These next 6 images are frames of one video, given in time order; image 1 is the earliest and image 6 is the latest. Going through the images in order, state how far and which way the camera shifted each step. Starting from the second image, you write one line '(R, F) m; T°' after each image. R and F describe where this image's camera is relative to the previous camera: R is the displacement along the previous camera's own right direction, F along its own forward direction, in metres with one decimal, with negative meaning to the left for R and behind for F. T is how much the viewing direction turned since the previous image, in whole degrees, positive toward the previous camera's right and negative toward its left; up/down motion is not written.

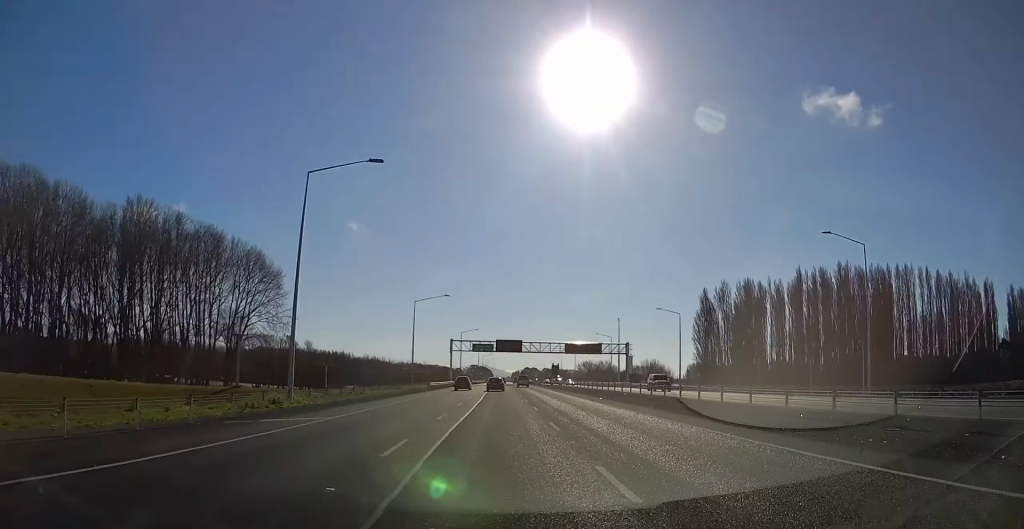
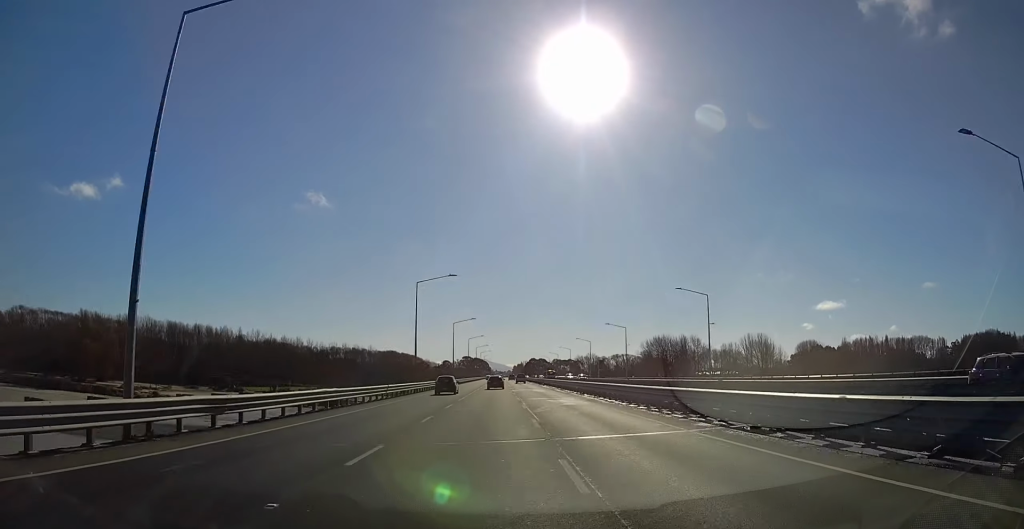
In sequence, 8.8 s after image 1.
(-1.1, +245.6) m; -1°
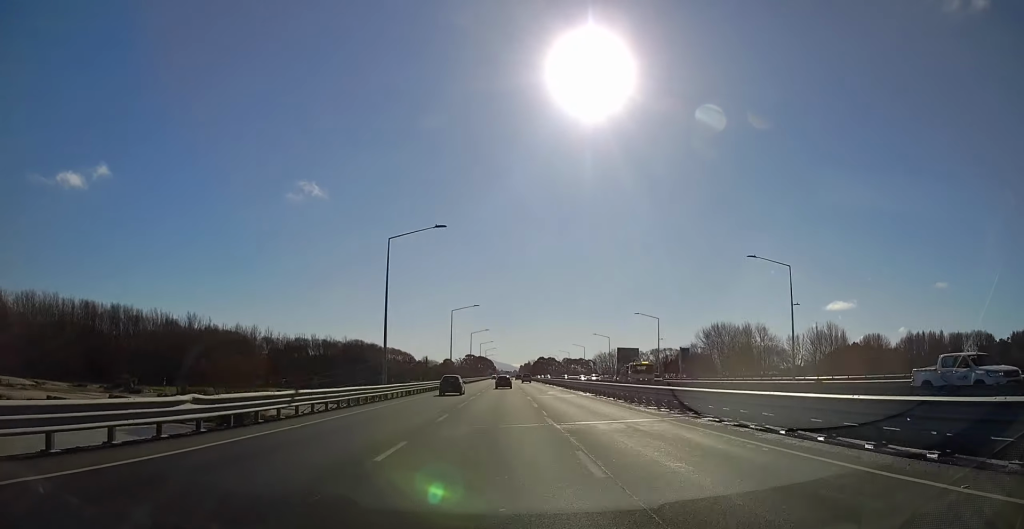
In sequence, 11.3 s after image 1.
(-0.1, +71.1) m; 0°
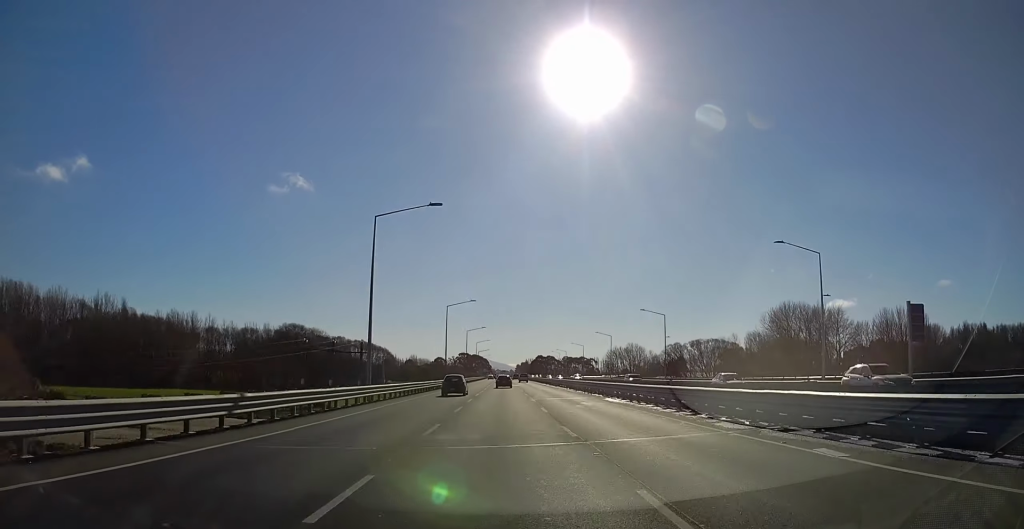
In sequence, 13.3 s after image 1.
(-0.1, +56.1) m; 0°
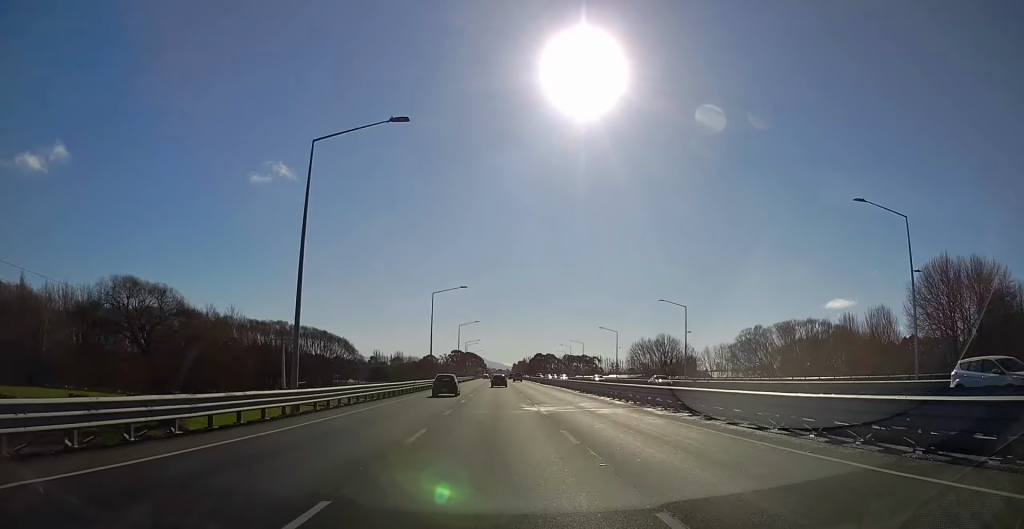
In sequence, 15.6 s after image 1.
(0.0, +62.5) m; 0°
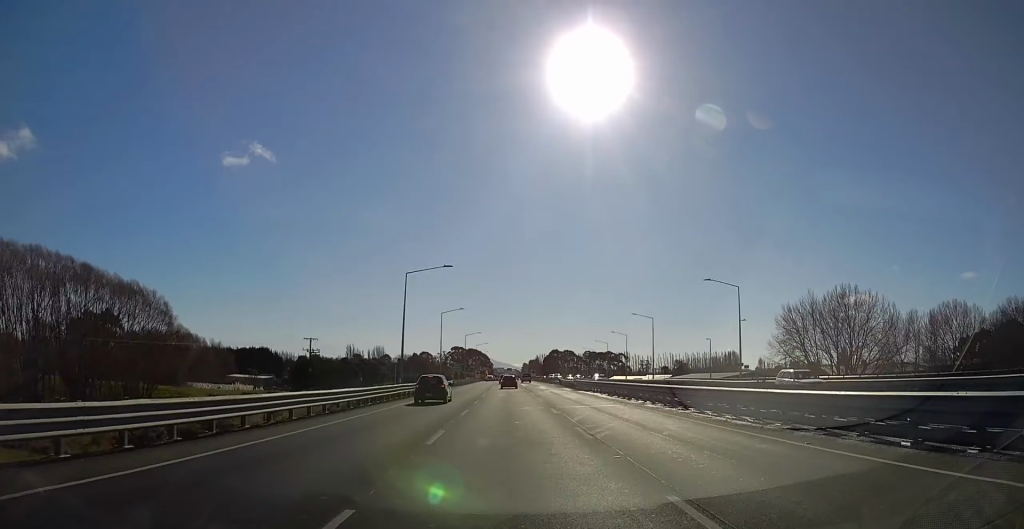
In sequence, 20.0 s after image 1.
(+0.1, +115.4) m; 0°
